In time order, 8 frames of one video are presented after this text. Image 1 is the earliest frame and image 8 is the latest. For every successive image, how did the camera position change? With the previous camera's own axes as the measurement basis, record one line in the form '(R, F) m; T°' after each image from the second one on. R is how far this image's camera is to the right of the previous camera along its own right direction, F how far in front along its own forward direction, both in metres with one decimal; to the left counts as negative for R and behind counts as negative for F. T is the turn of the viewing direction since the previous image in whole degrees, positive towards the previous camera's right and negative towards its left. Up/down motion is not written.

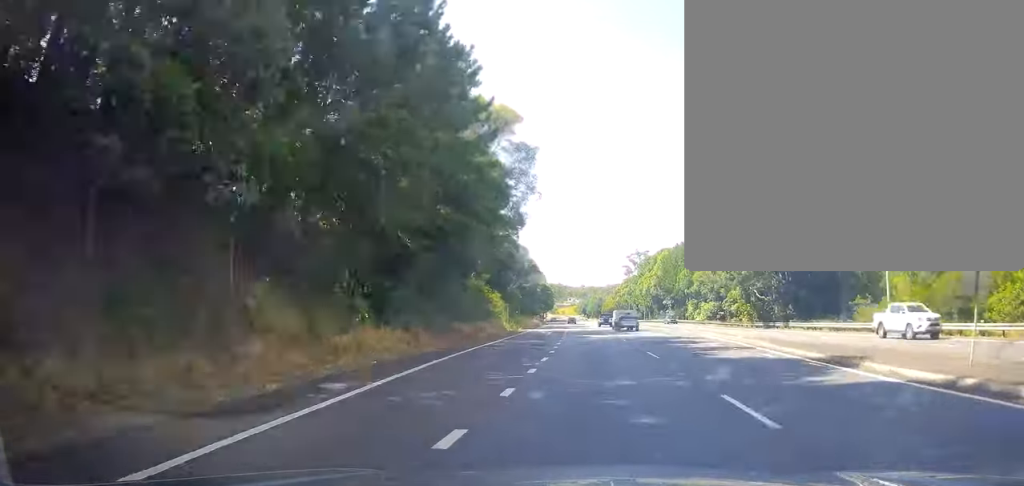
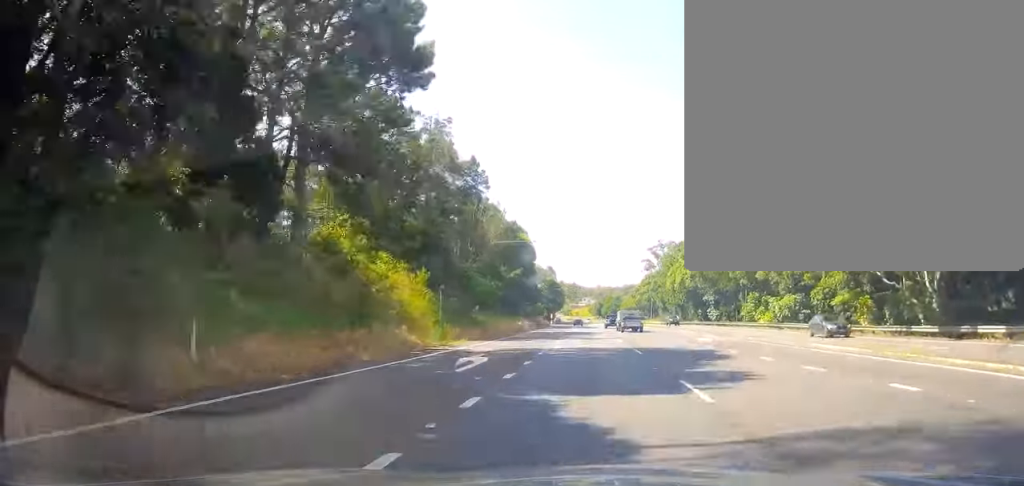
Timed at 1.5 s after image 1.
(-0.1, +33.3) m; -2°
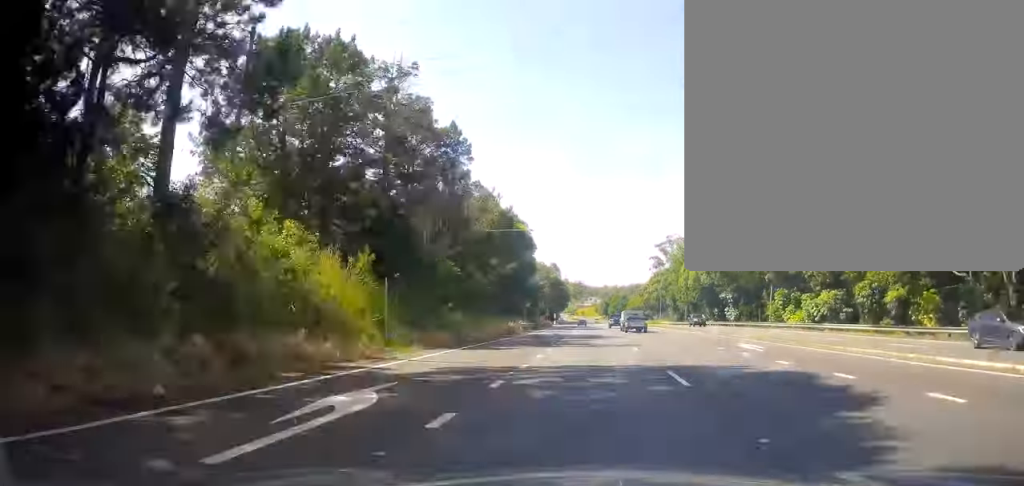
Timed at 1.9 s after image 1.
(-0.2, +9.6) m; -1°
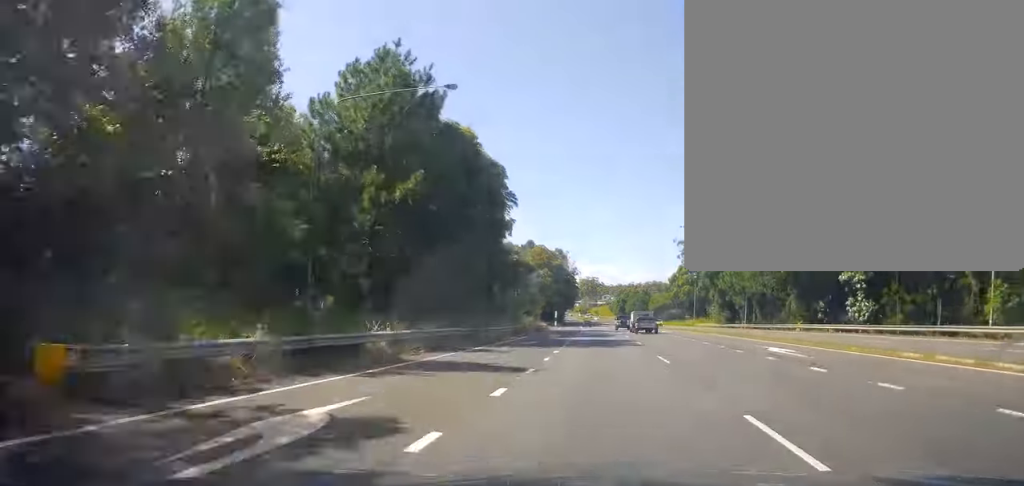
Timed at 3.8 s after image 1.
(0.0, +42.2) m; -1°
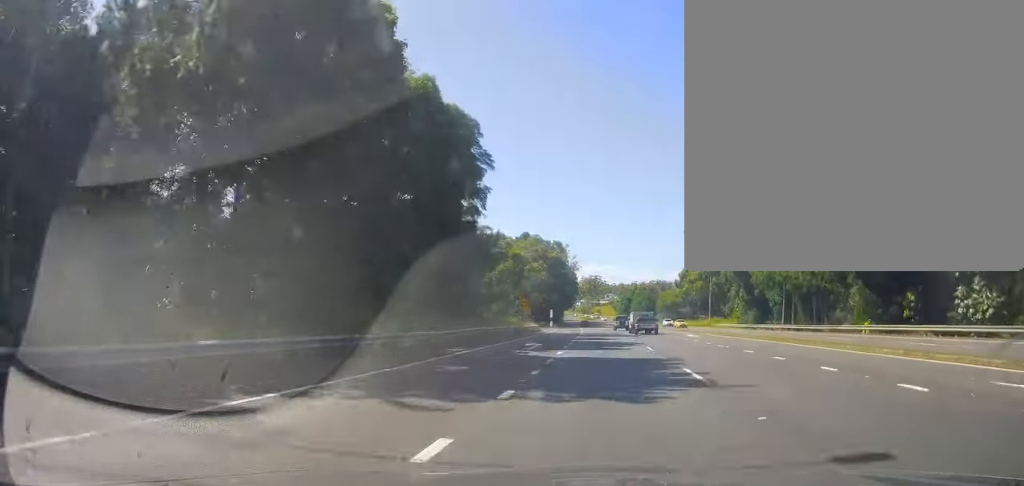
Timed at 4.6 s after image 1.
(-0.3, +17.1) m; +2°
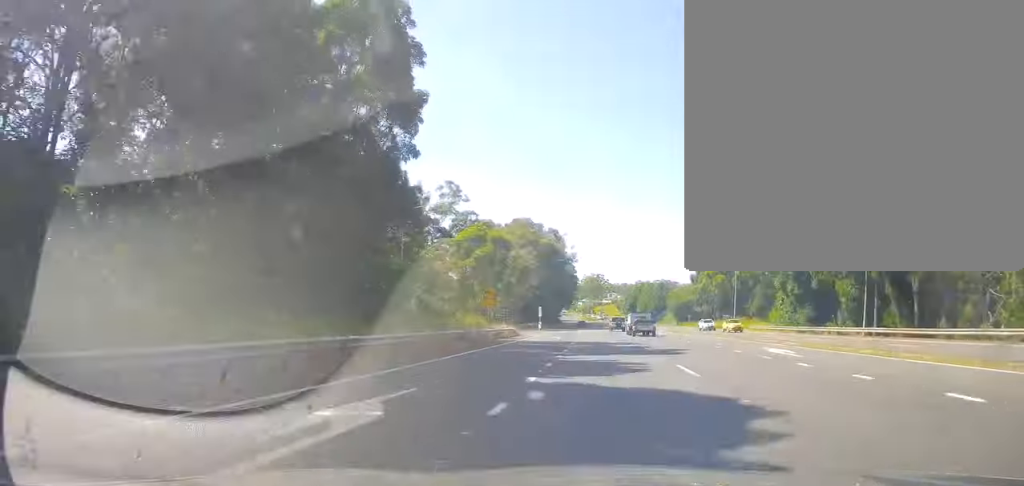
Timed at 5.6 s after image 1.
(+1.1, +22.3) m; +1°
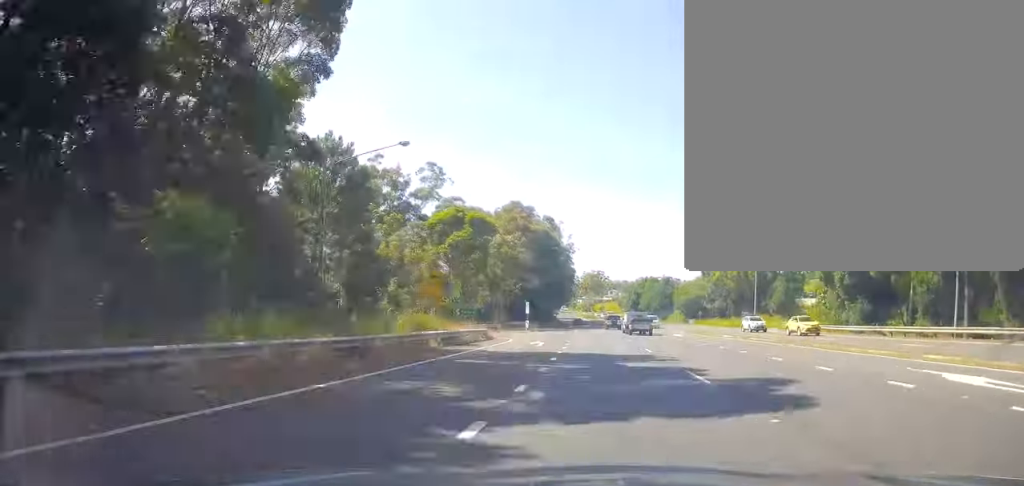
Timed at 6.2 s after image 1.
(0.0, +14.1) m; -1°
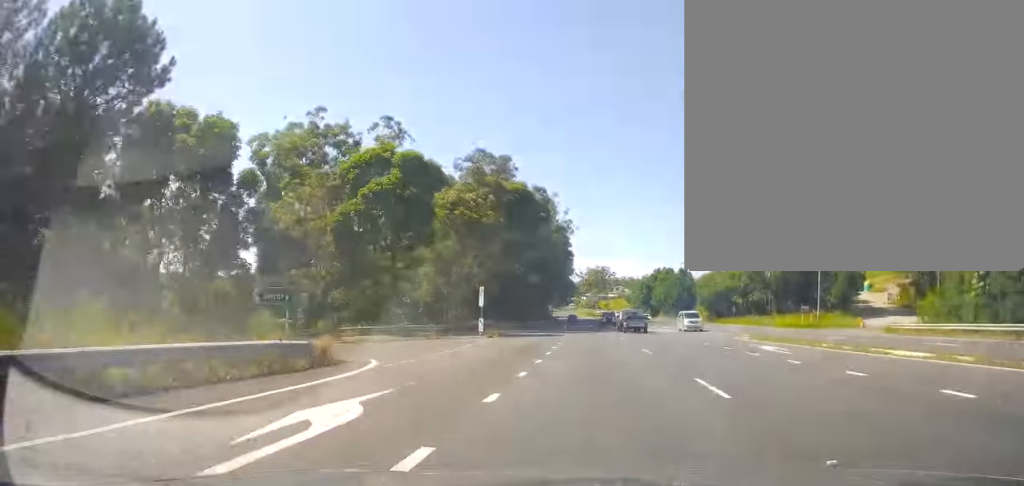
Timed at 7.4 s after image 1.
(-1.3, +26.5) m; -3°
